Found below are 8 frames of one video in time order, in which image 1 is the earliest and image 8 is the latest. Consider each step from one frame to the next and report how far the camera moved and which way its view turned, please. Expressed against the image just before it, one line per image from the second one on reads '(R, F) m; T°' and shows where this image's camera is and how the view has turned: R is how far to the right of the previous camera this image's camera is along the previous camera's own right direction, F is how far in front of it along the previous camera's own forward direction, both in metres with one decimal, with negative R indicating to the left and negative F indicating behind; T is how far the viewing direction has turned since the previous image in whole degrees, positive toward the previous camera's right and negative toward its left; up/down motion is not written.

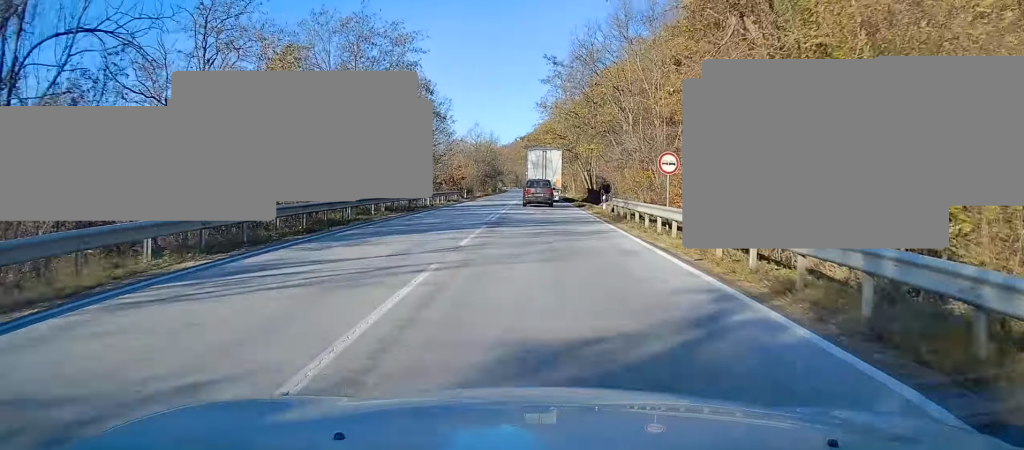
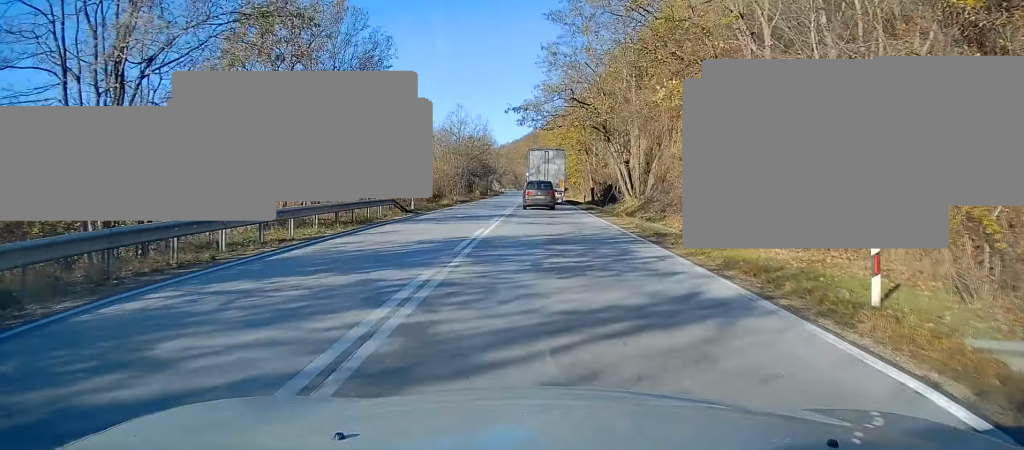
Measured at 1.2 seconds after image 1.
(0.0, +27.4) m; 0°
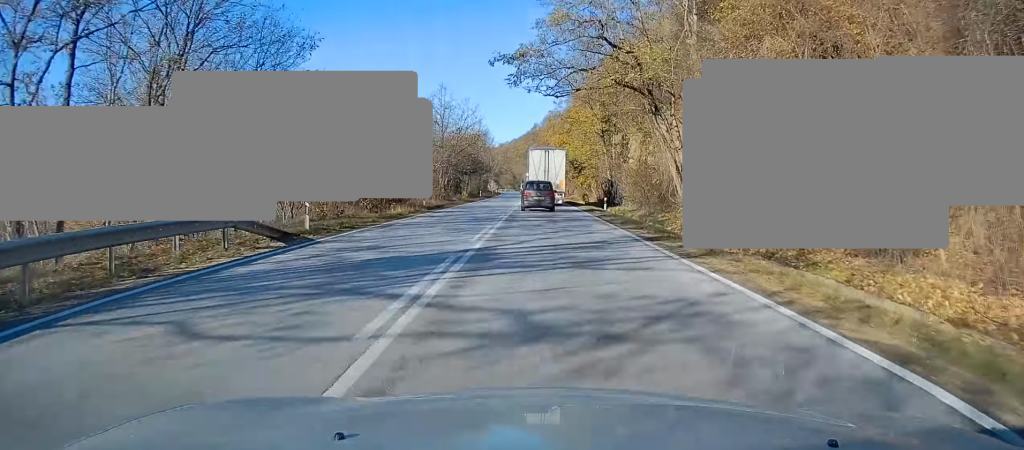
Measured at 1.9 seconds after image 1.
(0.0, +16.0) m; 0°
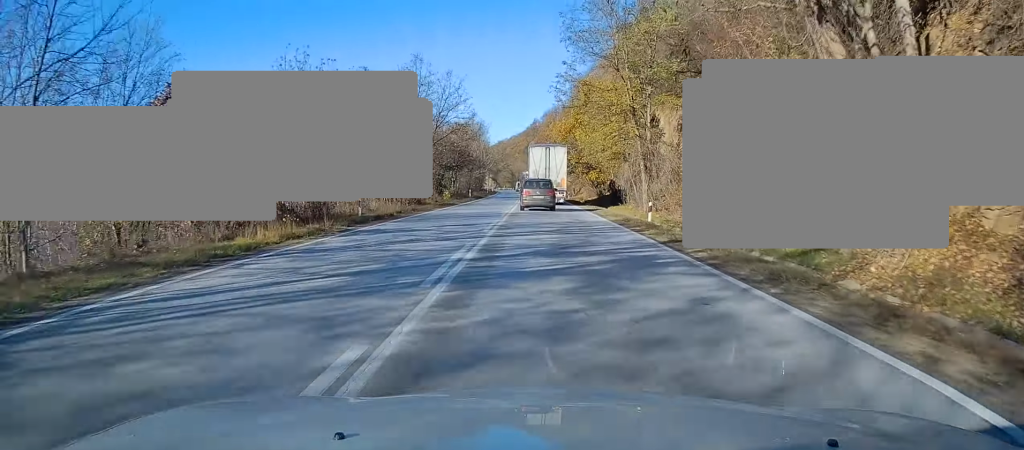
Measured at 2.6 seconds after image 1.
(0.0, +15.2) m; 0°
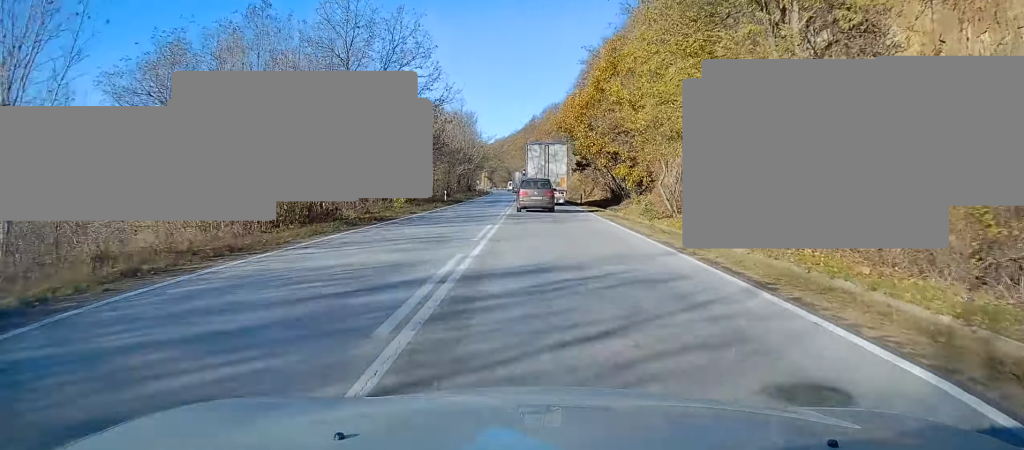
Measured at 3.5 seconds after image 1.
(0.0, +20.3) m; 0°
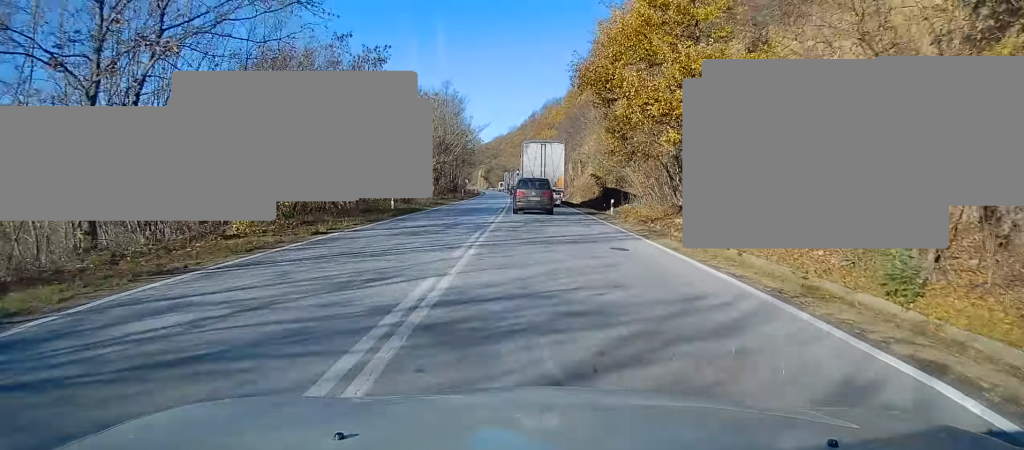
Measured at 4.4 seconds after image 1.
(0.0, +20.7) m; 0°
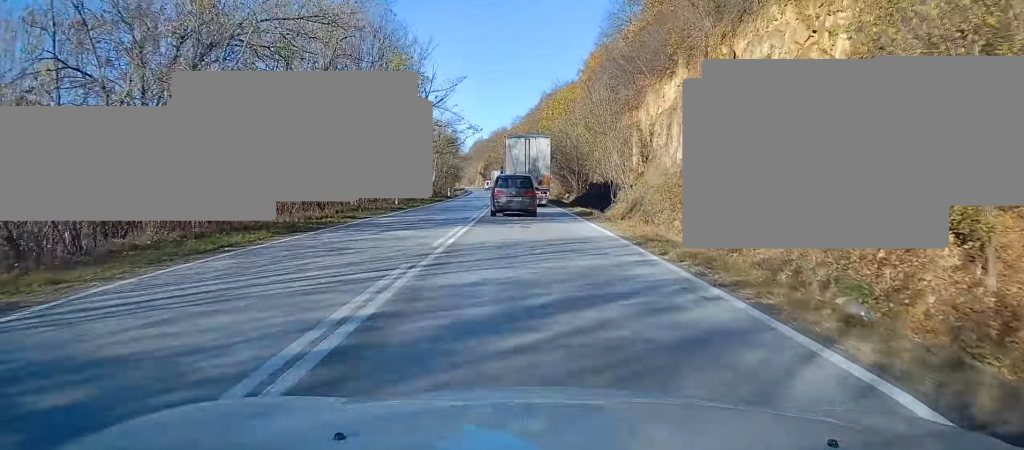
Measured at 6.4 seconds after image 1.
(+0.2, +42.9) m; 0°
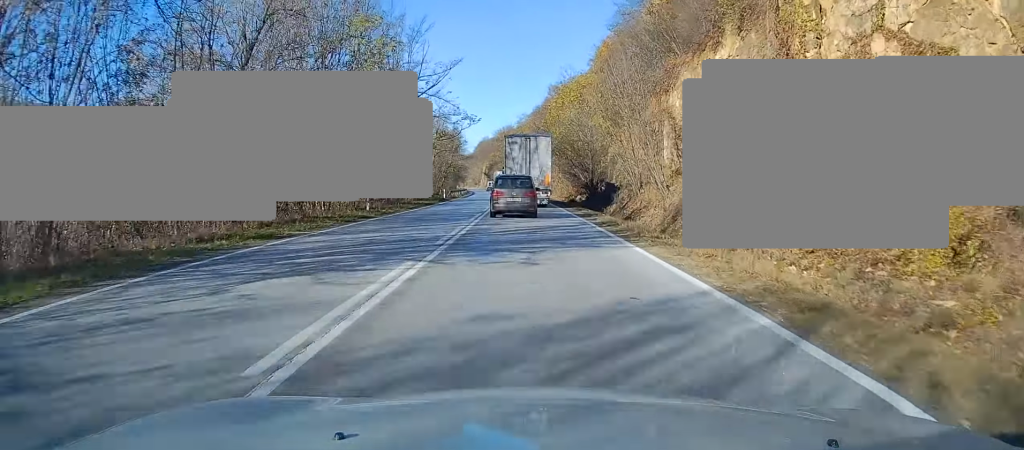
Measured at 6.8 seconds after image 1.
(0.0, +8.4) m; 0°
